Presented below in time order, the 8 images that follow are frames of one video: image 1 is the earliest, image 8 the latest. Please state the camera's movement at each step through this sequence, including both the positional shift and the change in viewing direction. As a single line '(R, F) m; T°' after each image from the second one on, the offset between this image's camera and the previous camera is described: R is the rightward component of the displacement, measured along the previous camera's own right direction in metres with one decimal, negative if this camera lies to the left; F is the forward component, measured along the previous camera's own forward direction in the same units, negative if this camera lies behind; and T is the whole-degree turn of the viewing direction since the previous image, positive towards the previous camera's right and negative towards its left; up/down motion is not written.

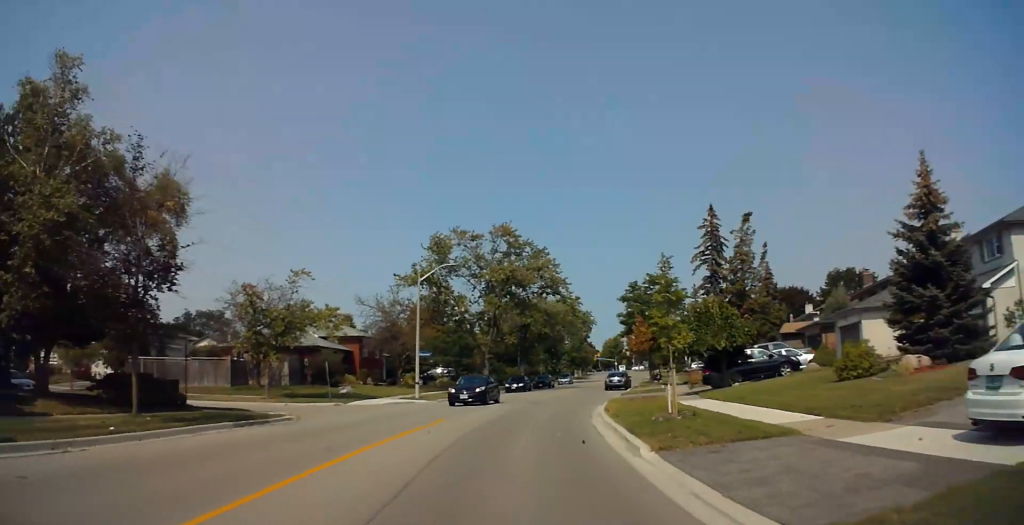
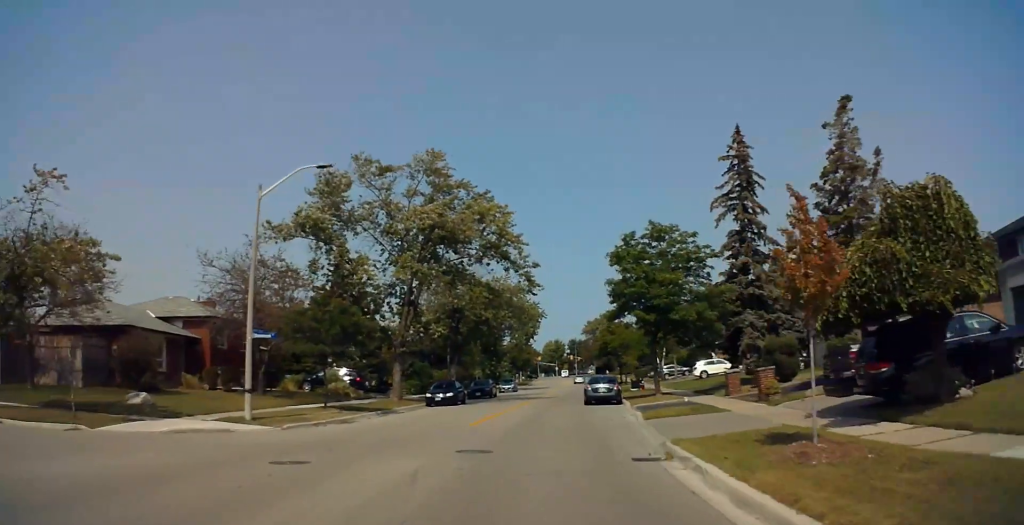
(+1.6, +20.9) m; +5°
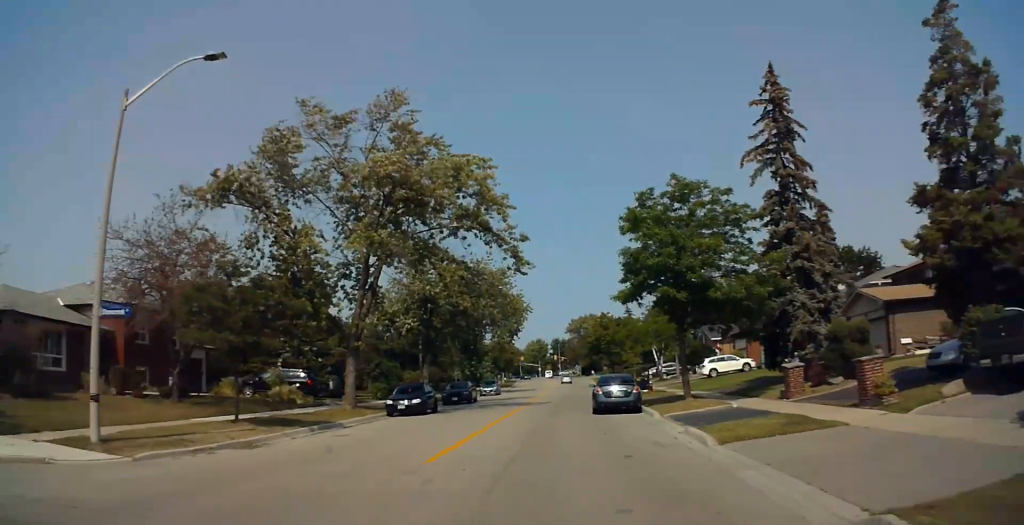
(+0.6, +8.5) m; -1°
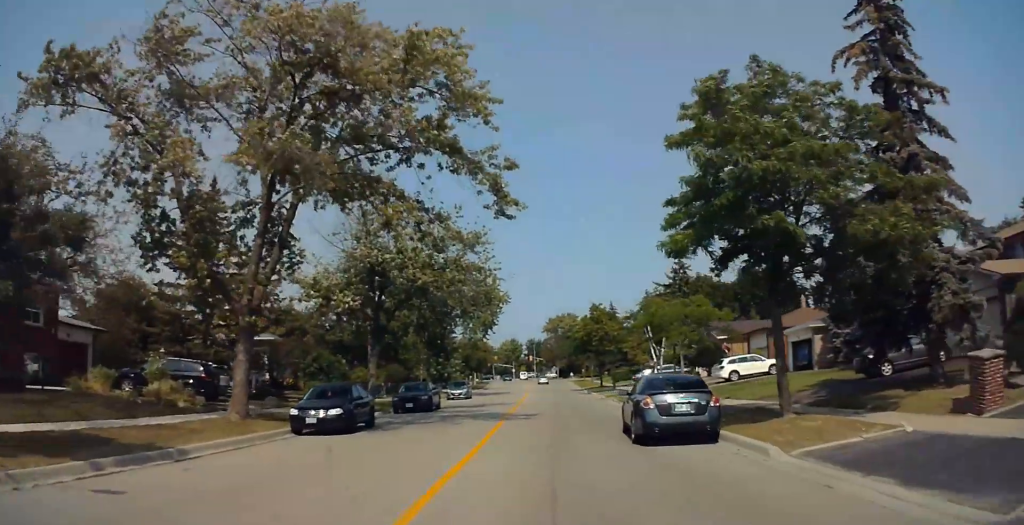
(-0.9, +11.5) m; +3°
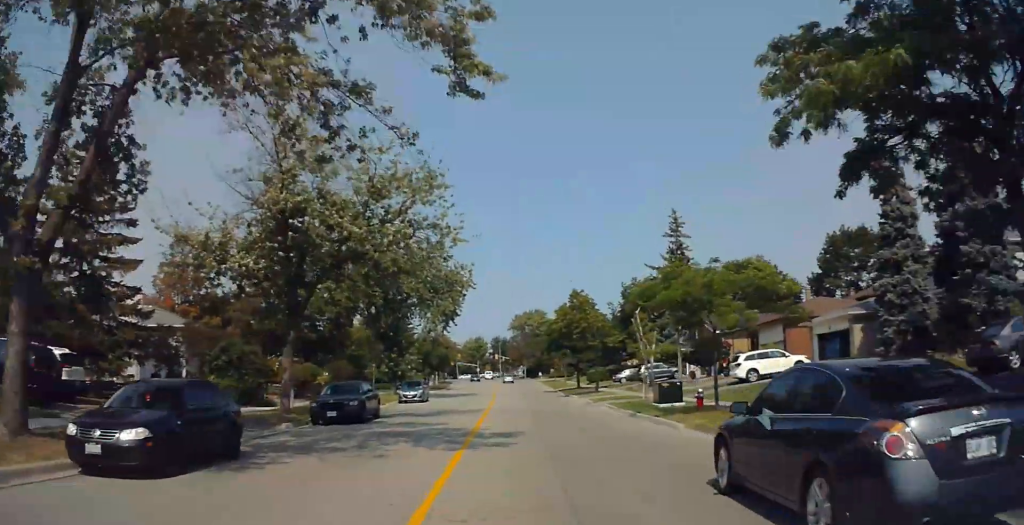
(+1.4, +9.6) m; +8°
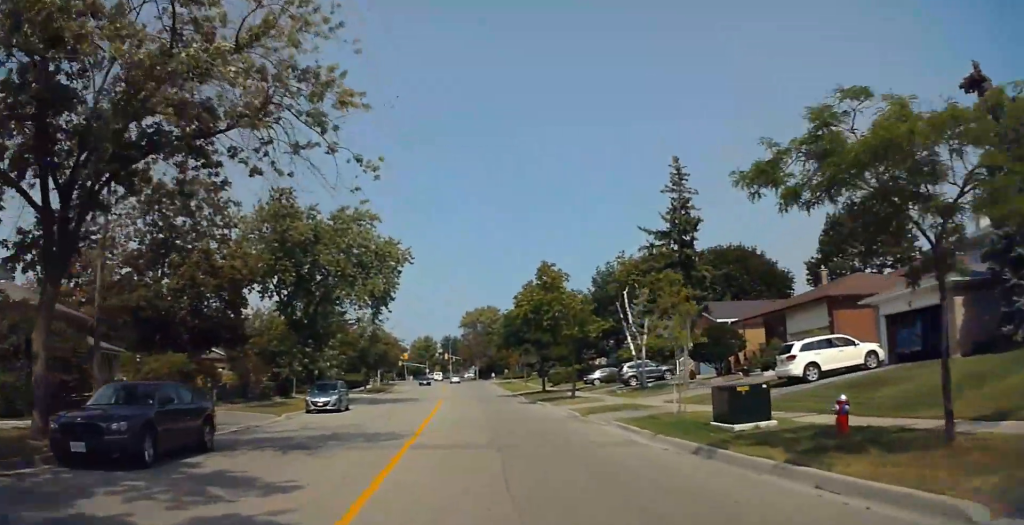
(+0.1, +12.8) m; -1°
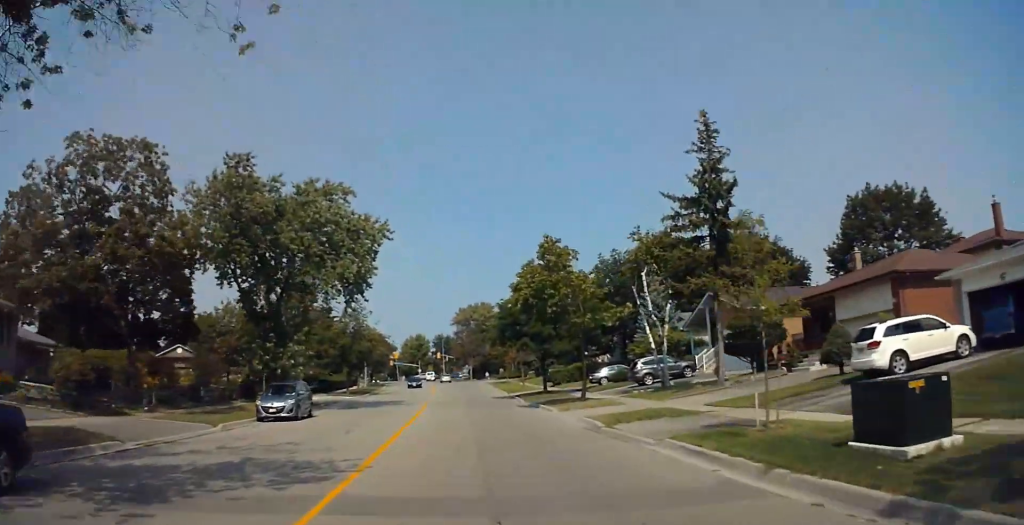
(-0.2, +6.6) m; -1°
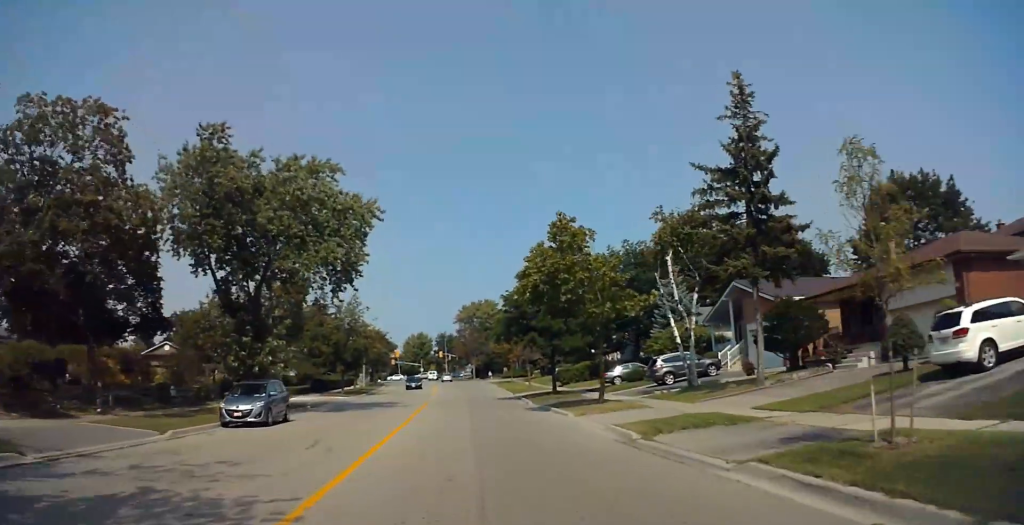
(0.0, +4.2) m; 0°
